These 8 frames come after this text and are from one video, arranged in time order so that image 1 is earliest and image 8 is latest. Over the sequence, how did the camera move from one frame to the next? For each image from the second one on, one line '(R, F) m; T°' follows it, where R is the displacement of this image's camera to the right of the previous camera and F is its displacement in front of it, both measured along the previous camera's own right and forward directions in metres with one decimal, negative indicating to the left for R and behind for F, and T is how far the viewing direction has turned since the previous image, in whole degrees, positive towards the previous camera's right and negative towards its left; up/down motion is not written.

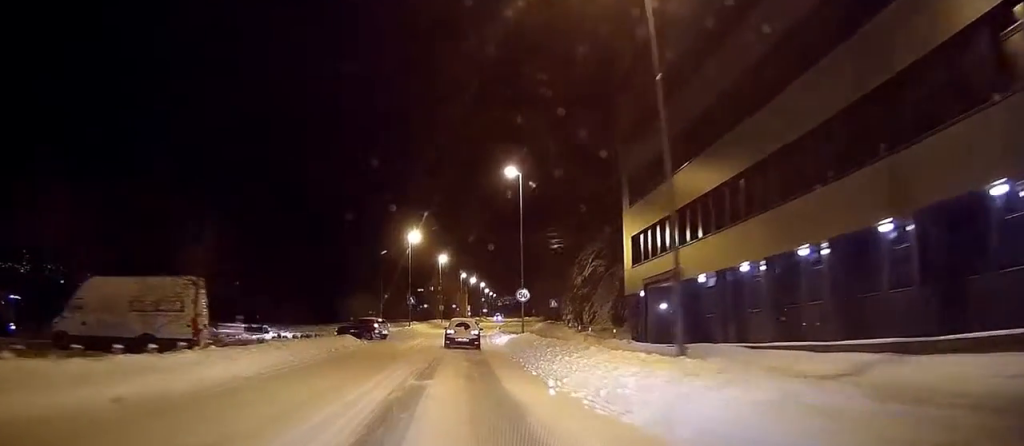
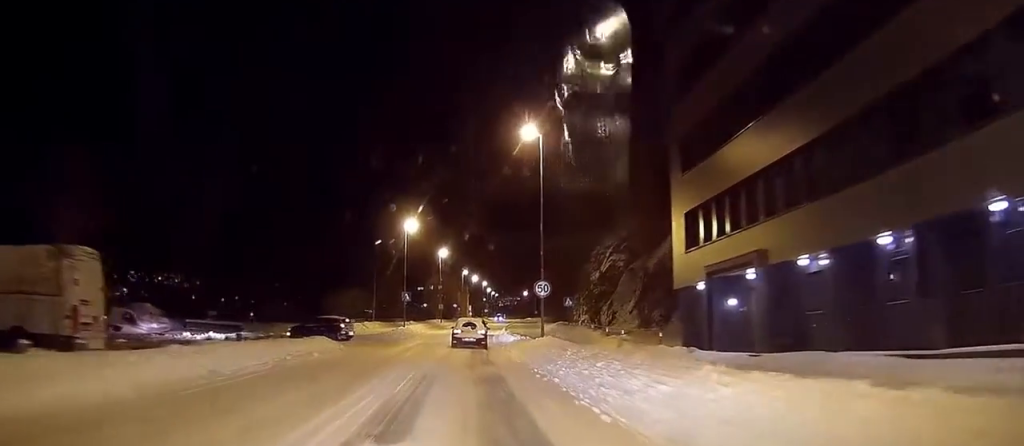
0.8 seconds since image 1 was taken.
(+0.1, +8.1) m; 0°
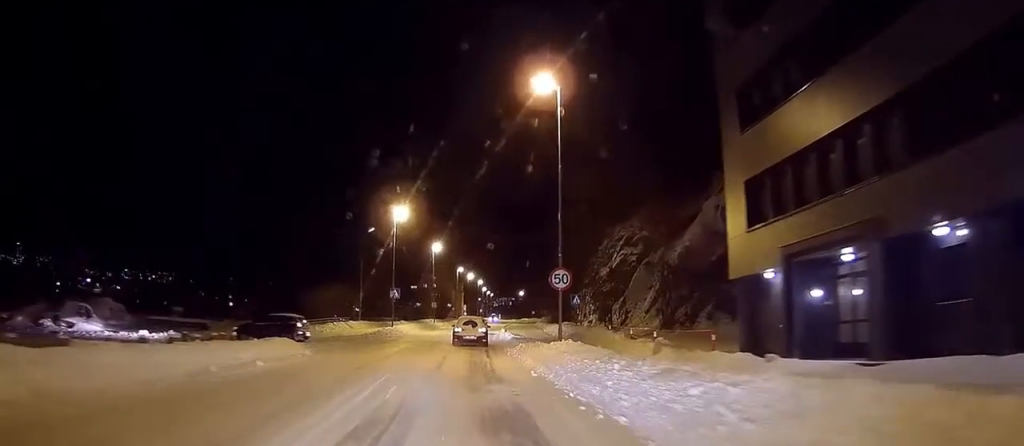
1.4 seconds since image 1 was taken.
(0.0, +6.5) m; 0°
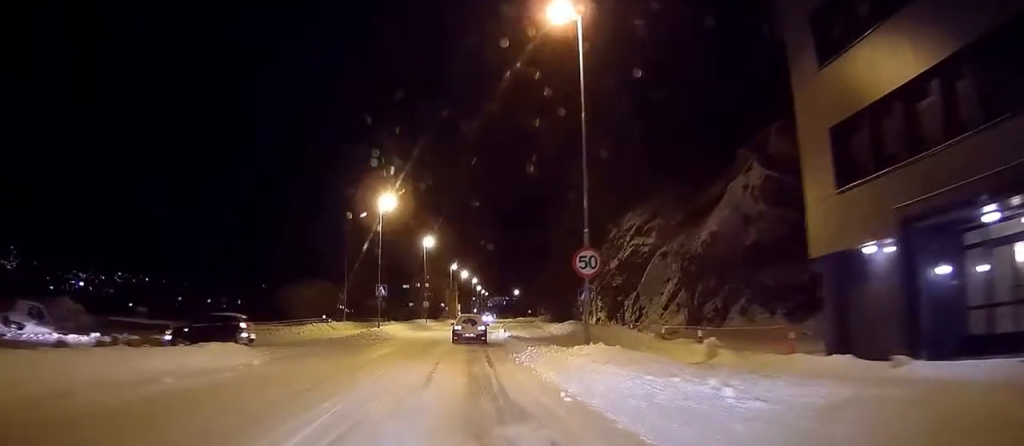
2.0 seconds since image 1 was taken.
(0.0, +5.8) m; 0°
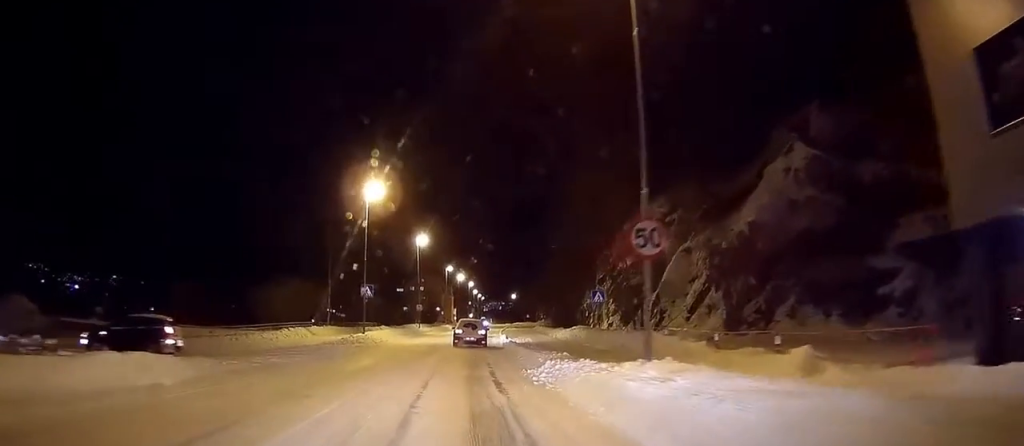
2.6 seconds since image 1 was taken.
(0.0, +5.9) m; 0°
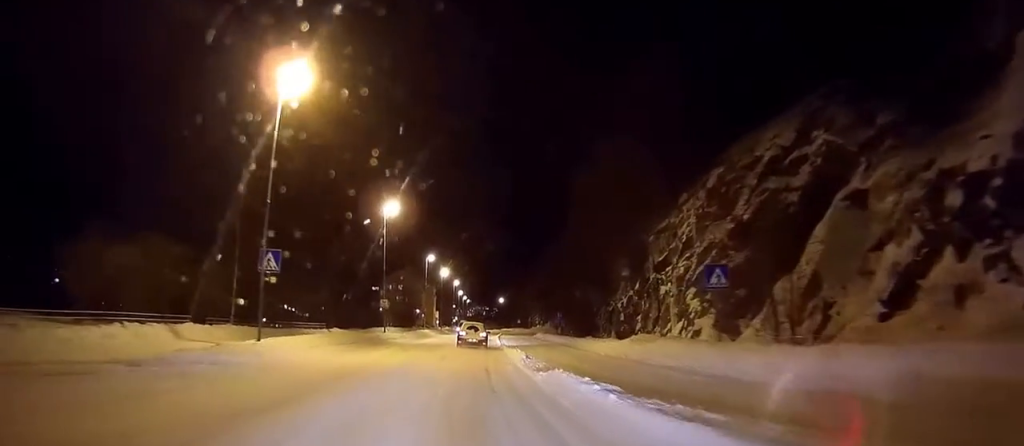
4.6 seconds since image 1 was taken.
(+0.1, +21.0) m; +1°
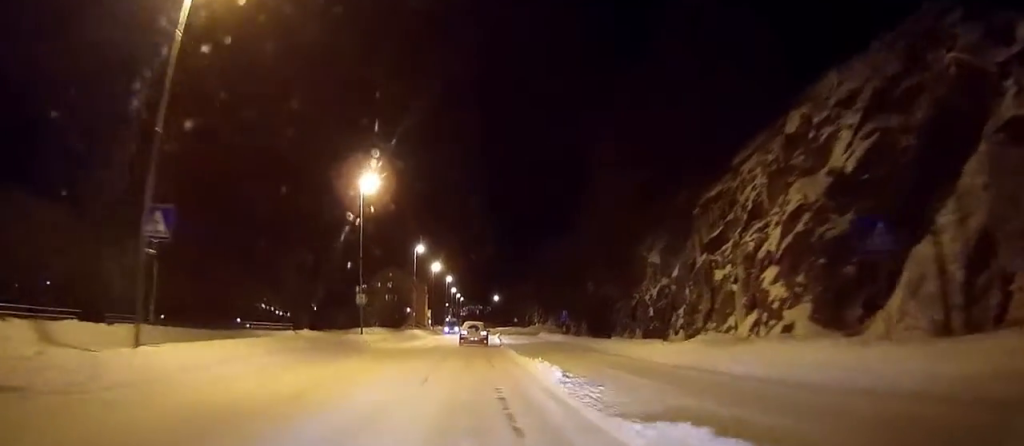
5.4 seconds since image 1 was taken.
(+0.1, +9.2) m; +1°
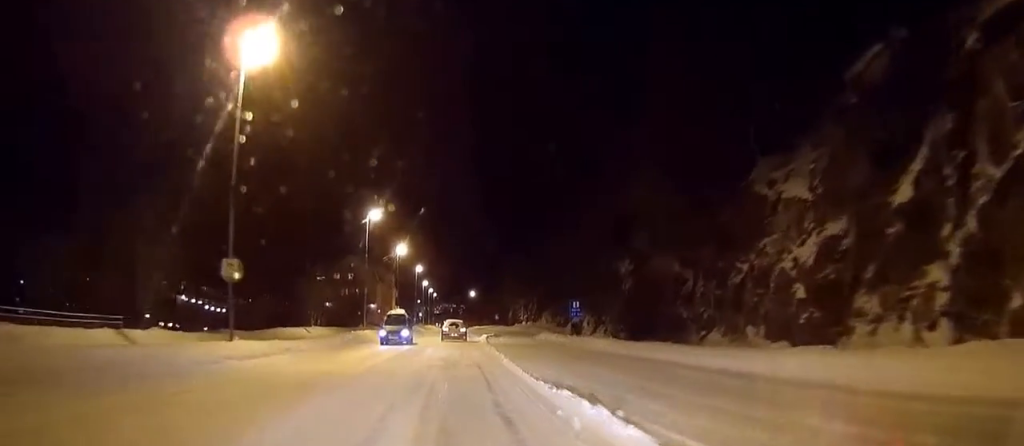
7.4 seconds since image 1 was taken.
(+0.1, +21.6) m; -1°
